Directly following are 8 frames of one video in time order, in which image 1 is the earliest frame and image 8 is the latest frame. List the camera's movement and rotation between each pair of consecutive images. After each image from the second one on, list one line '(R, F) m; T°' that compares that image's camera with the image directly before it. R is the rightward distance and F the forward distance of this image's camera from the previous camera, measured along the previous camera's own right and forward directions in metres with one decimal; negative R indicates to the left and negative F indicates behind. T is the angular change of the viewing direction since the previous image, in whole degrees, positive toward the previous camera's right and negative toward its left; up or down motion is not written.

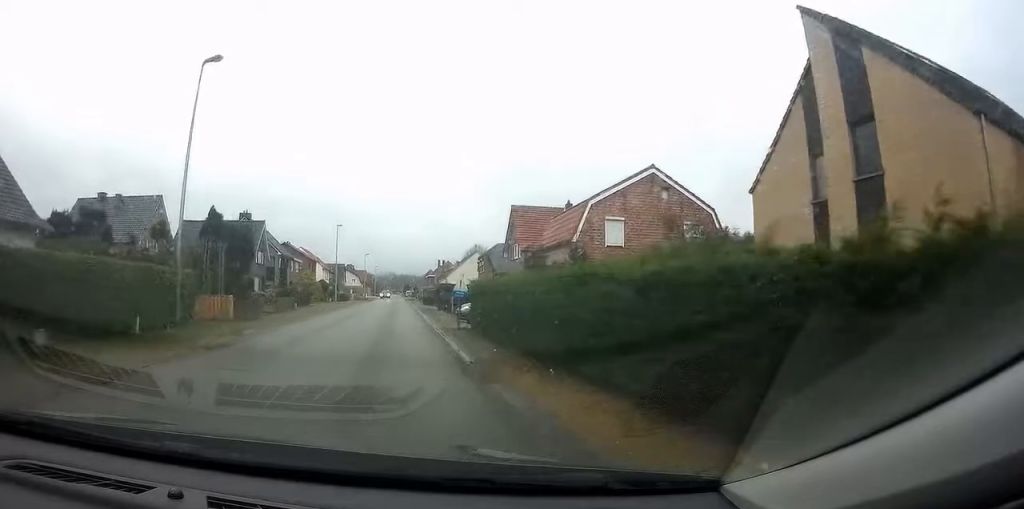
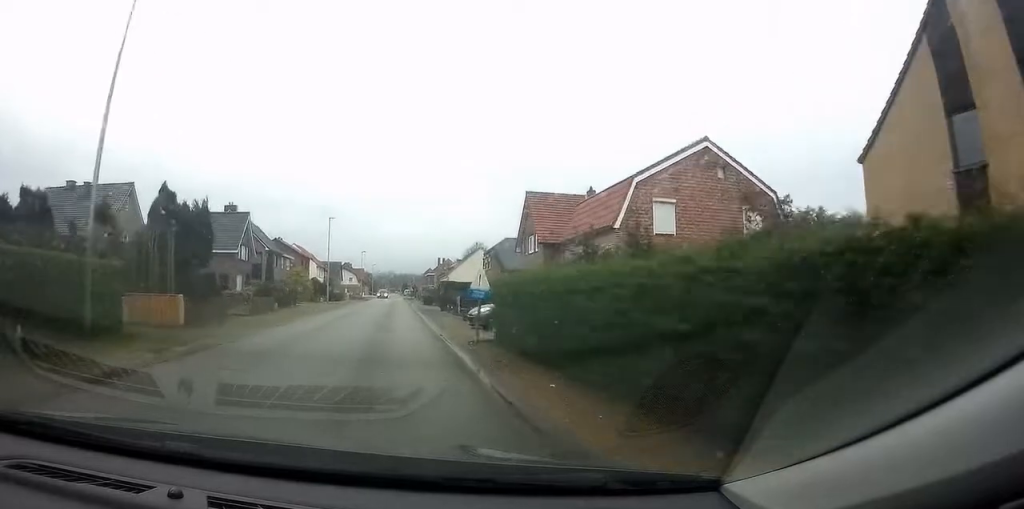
(0.0, +5.1) m; -1°
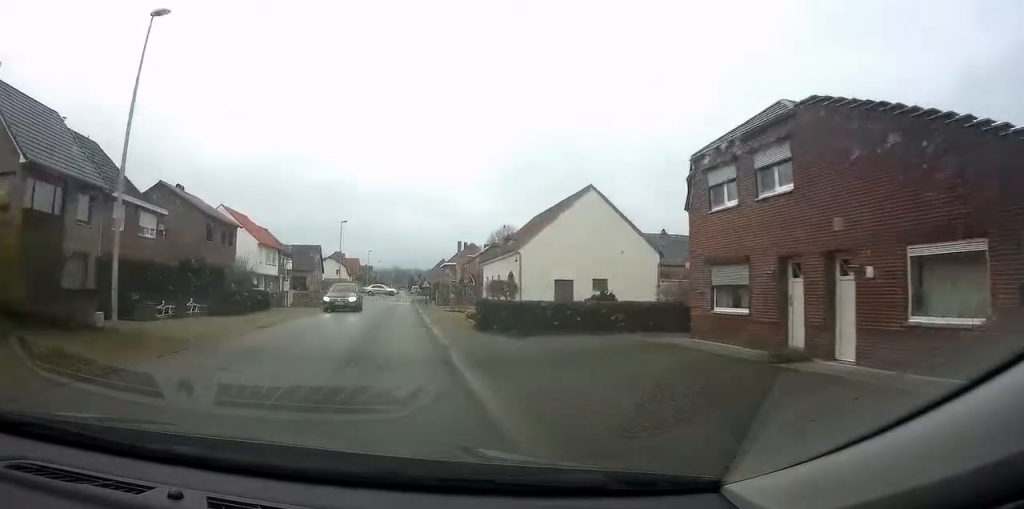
(0.0, +42.3) m; +1°
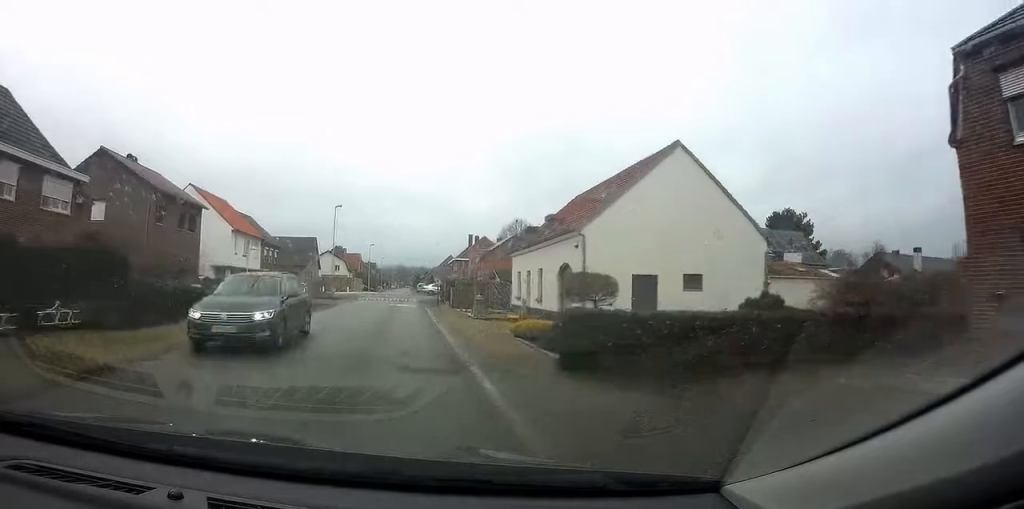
(-0.4, +10.5) m; -3°
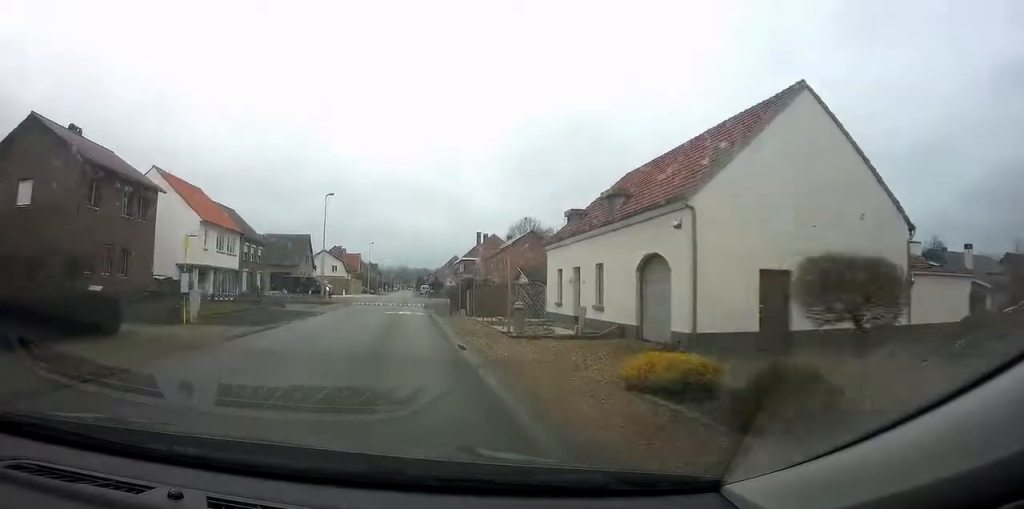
(-0.1, +8.2) m; +1°
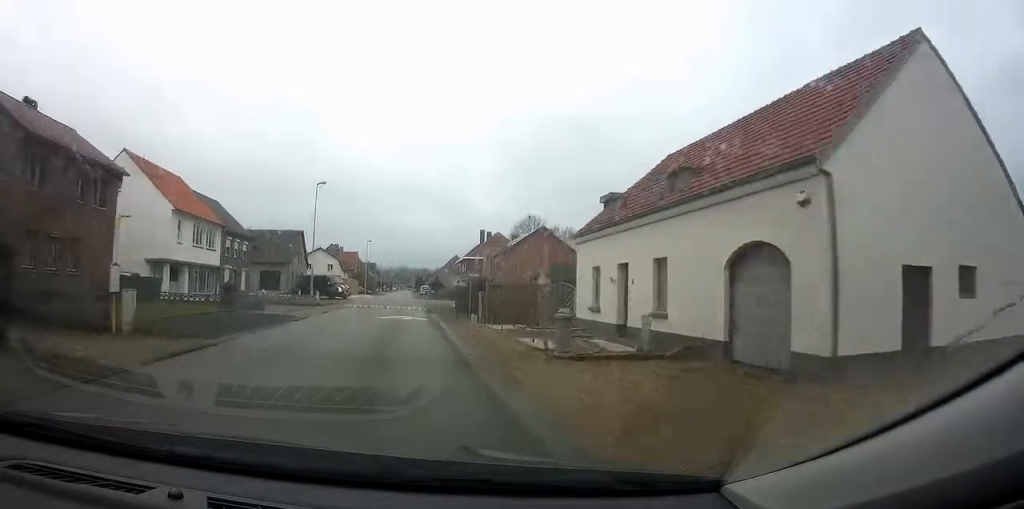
(+0.1, +4.6) m; +1°
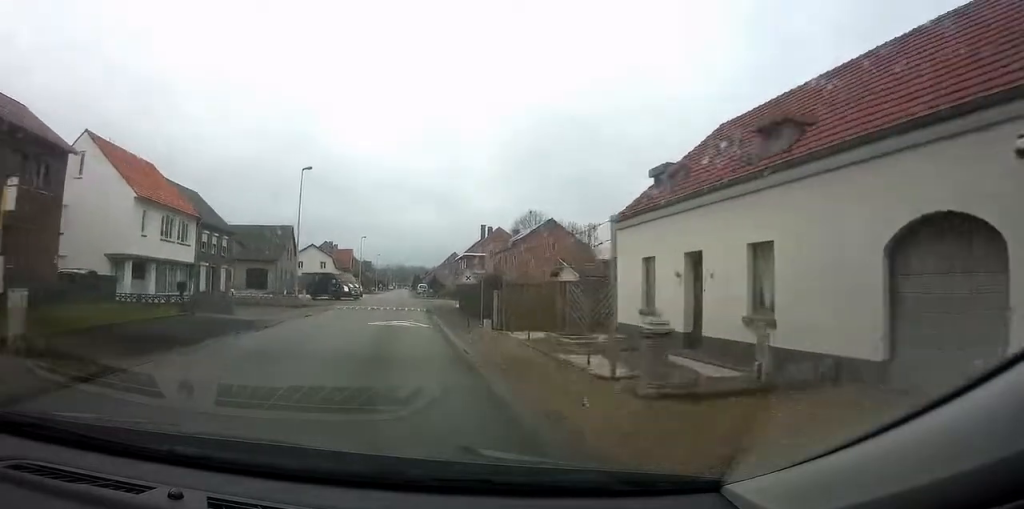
(+0.2, +5.1) m; +1°
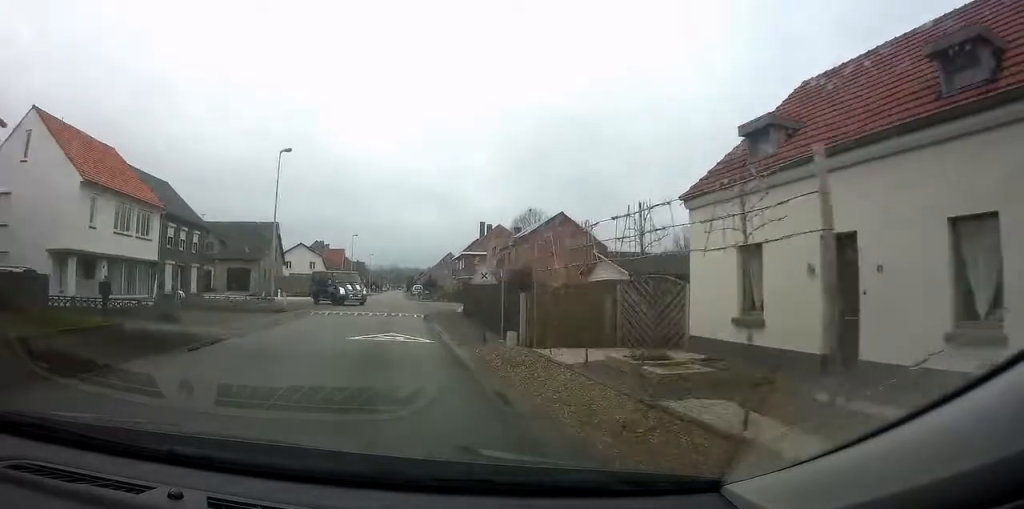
(0.0, +5.2) m; 0°
